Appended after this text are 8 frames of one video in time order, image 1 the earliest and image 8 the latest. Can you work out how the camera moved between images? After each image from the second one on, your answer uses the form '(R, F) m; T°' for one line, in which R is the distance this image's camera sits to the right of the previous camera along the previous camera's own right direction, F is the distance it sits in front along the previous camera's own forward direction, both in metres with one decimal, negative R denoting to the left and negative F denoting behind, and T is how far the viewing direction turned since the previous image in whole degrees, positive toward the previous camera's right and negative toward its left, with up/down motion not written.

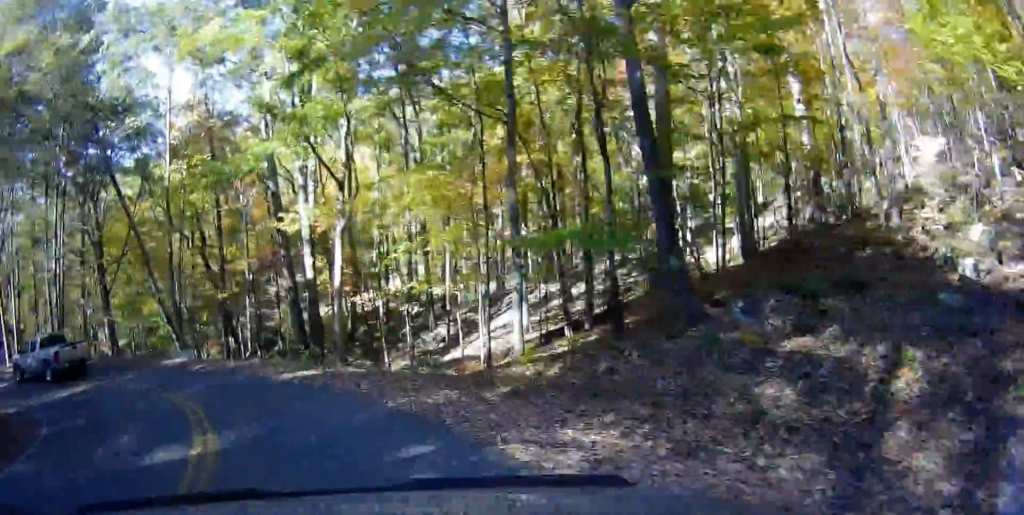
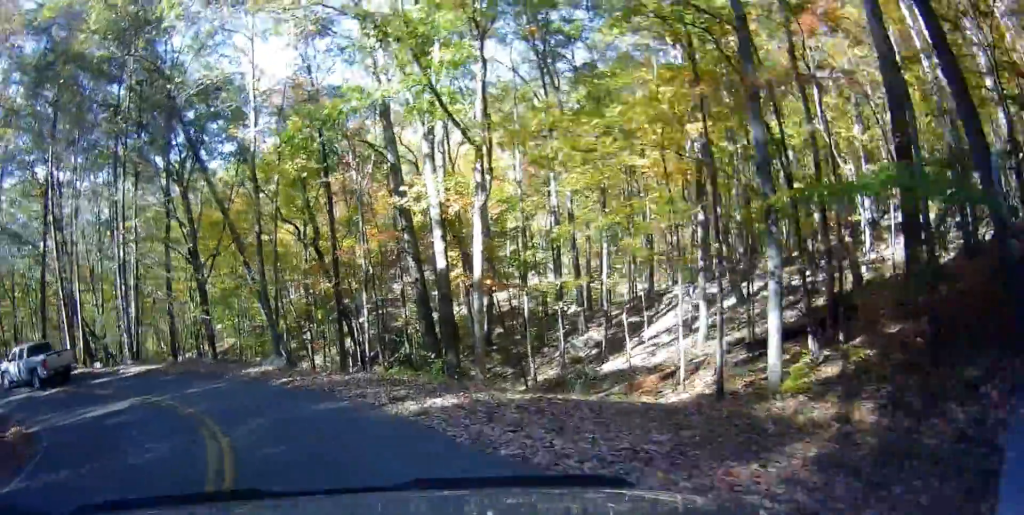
(-0.7, +5.6) m; -7°
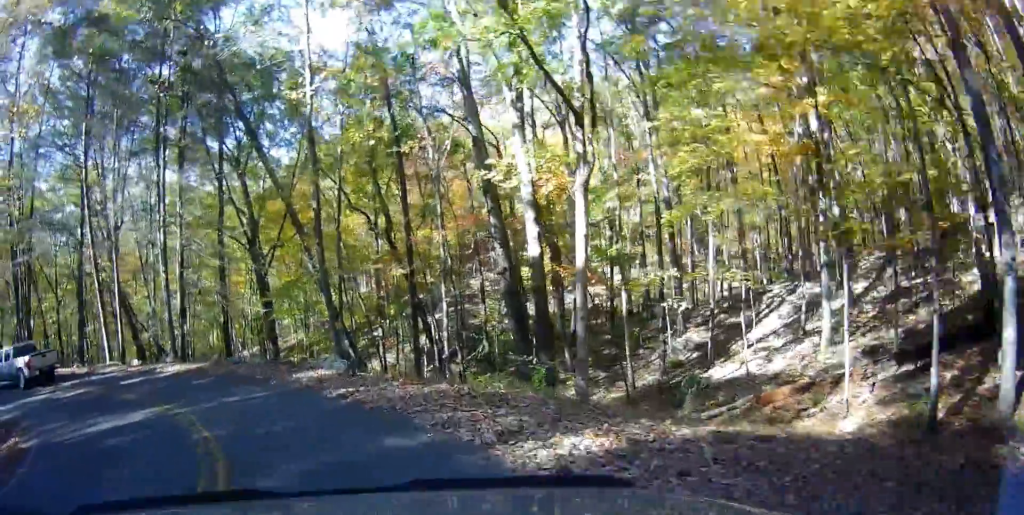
(-0.1, +3.5) m; -3°
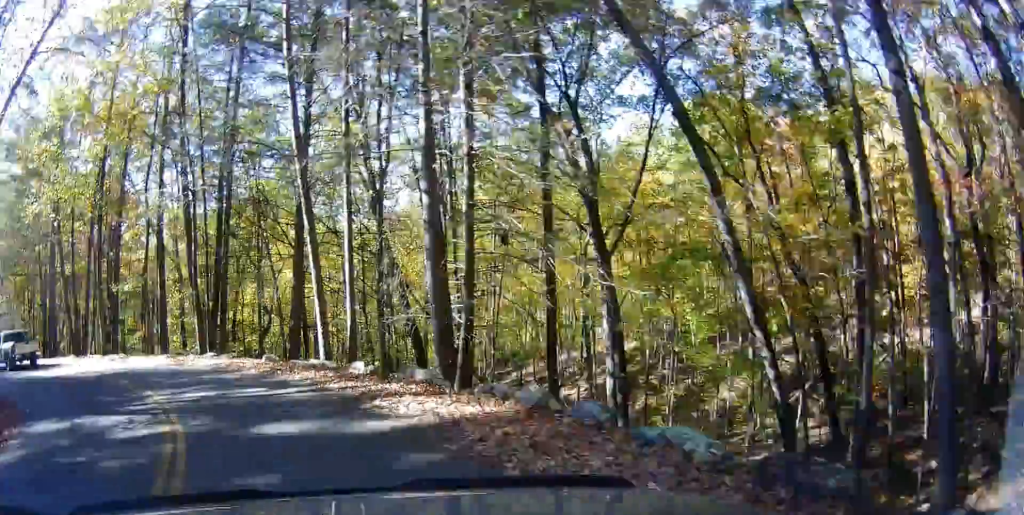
(-0.4, +13.8) m; -2°
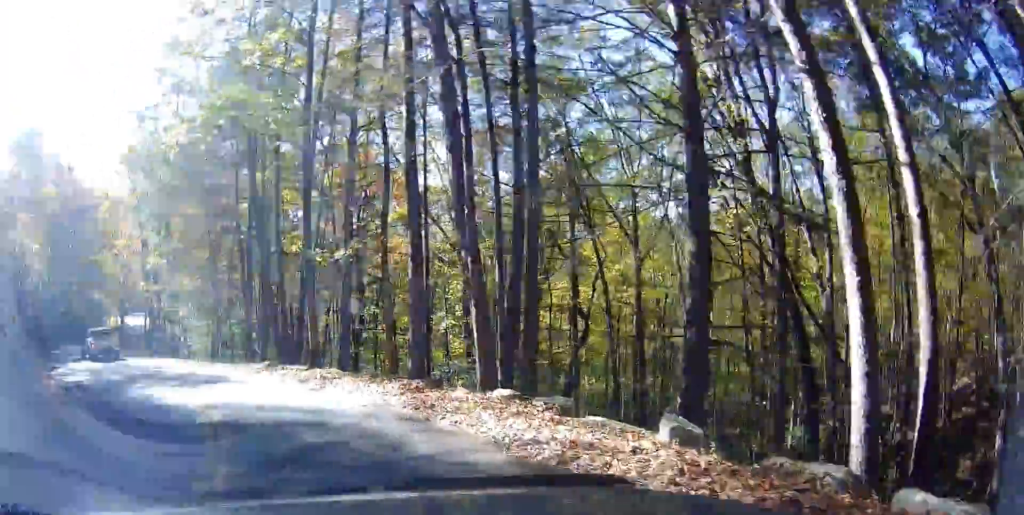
(-2.1, +11.2) m; -29°
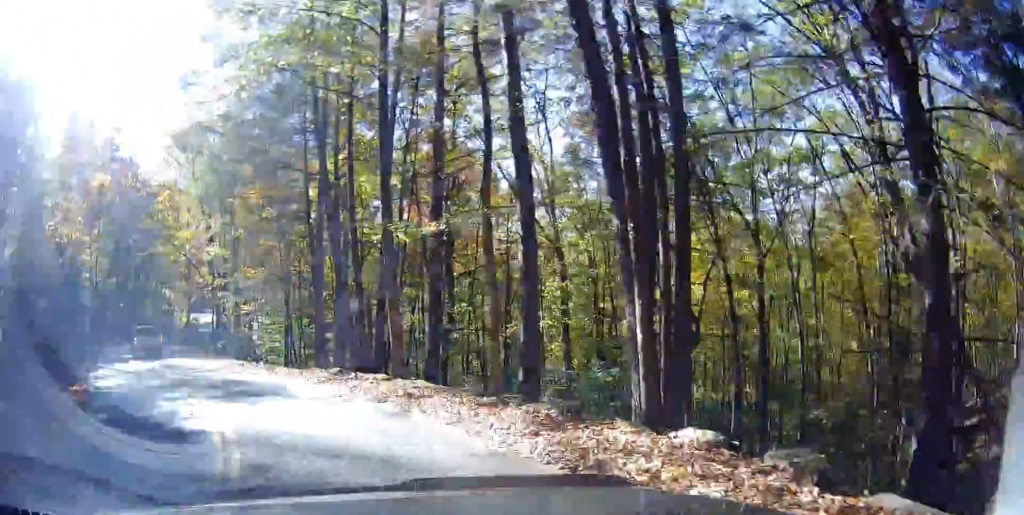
(-0.4, +3.2) m; -11°
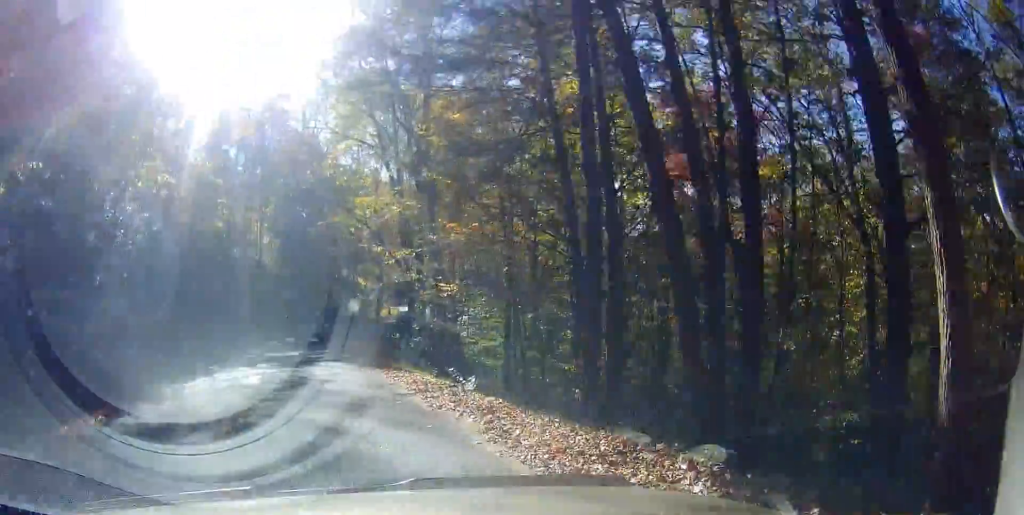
(-1.8, +7.4) m; -25°
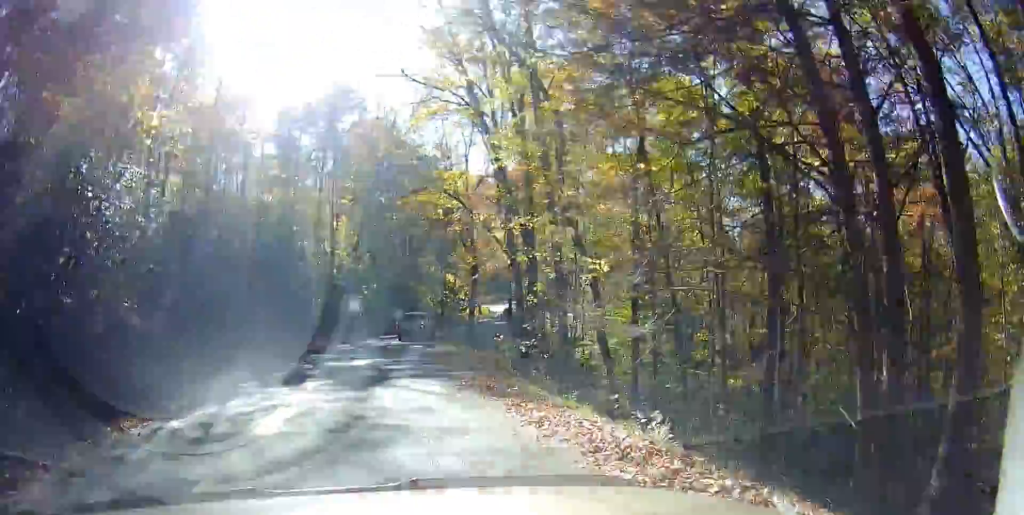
(-0.7, +4.5) m; -9°
